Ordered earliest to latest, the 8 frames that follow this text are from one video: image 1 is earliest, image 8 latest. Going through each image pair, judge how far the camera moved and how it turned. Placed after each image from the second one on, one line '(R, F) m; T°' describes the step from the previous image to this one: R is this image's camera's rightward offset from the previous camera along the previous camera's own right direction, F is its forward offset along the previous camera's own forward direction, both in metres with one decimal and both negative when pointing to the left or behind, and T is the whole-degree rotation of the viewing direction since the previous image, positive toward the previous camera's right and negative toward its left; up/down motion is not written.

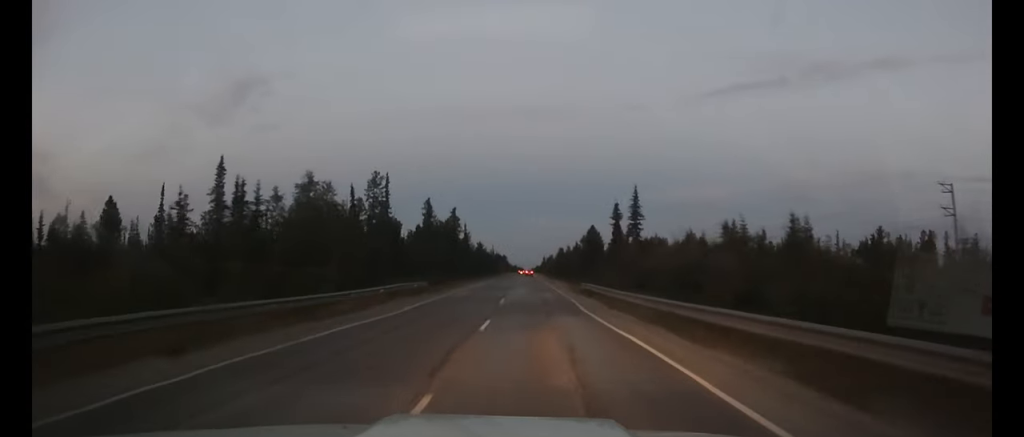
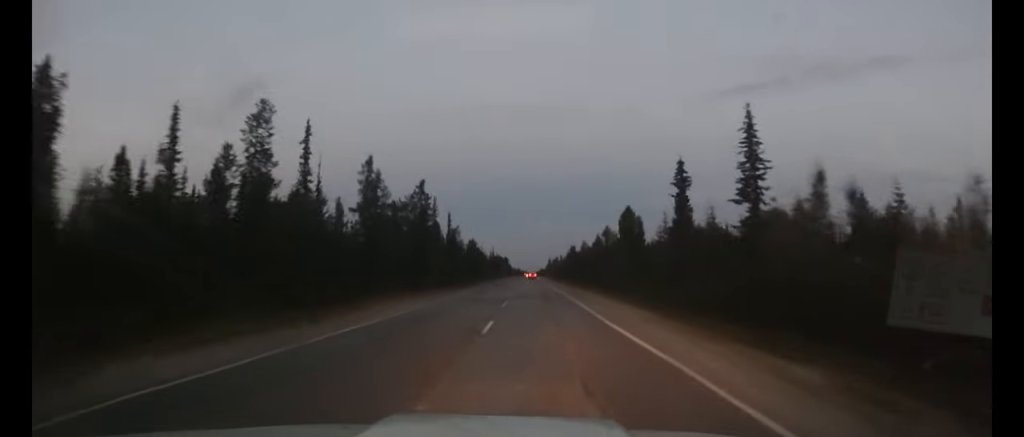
(0.0, +35.6) m; 0°
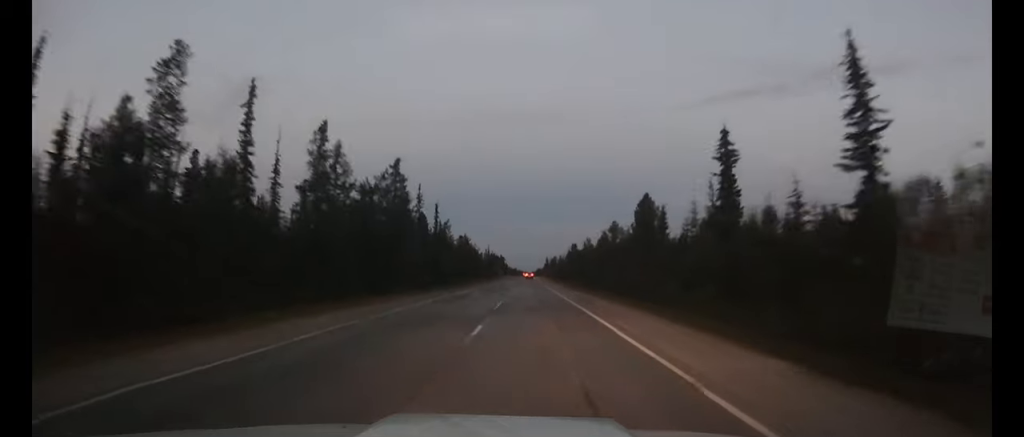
(0.0, +12.8) m; 0°
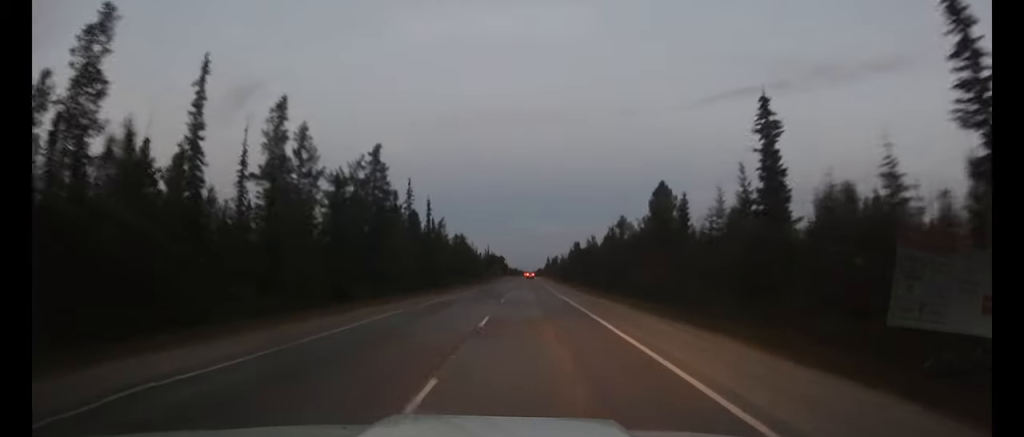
(0.0, +7.6) m; 0°
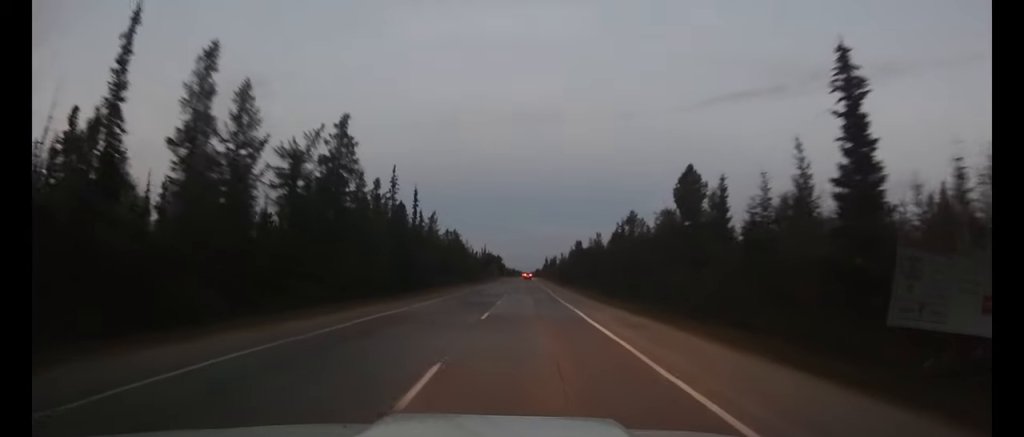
(0.0, +9.4) m; 0°
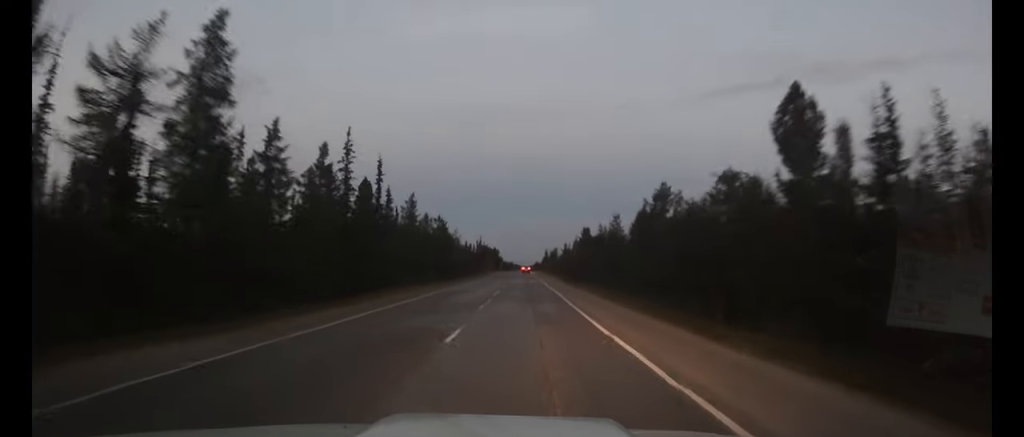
(0.0, +18.5) m; 0°
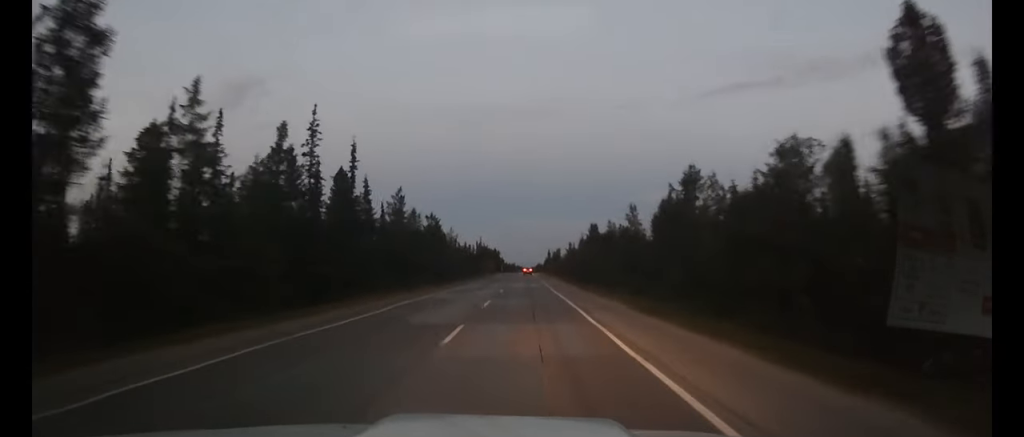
(0.0, +9.6) m; 0°
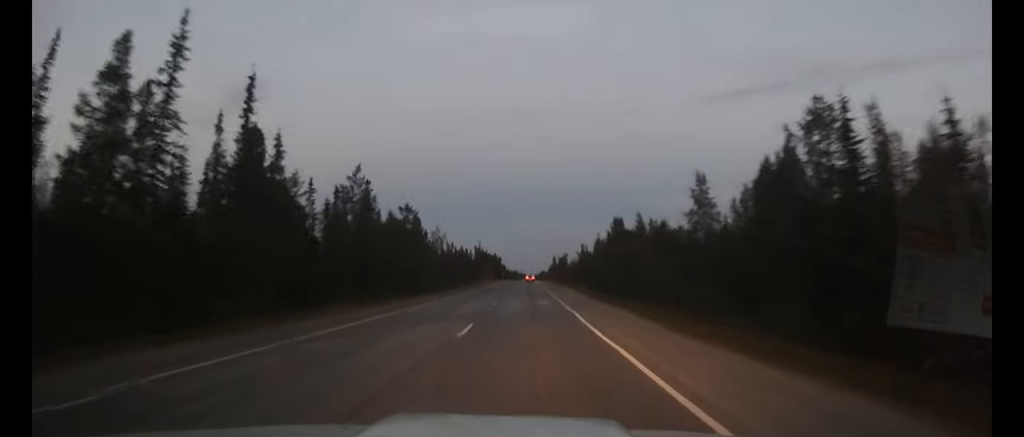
(-0.1, +21.6) m; 0°
